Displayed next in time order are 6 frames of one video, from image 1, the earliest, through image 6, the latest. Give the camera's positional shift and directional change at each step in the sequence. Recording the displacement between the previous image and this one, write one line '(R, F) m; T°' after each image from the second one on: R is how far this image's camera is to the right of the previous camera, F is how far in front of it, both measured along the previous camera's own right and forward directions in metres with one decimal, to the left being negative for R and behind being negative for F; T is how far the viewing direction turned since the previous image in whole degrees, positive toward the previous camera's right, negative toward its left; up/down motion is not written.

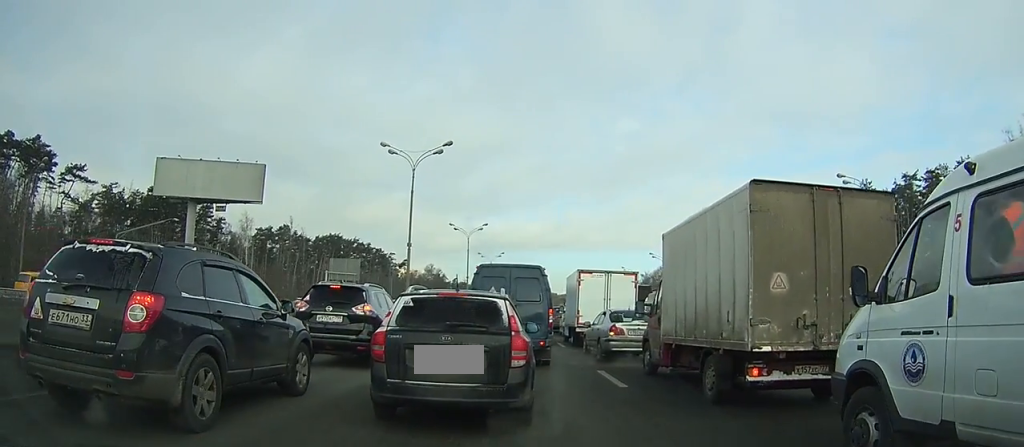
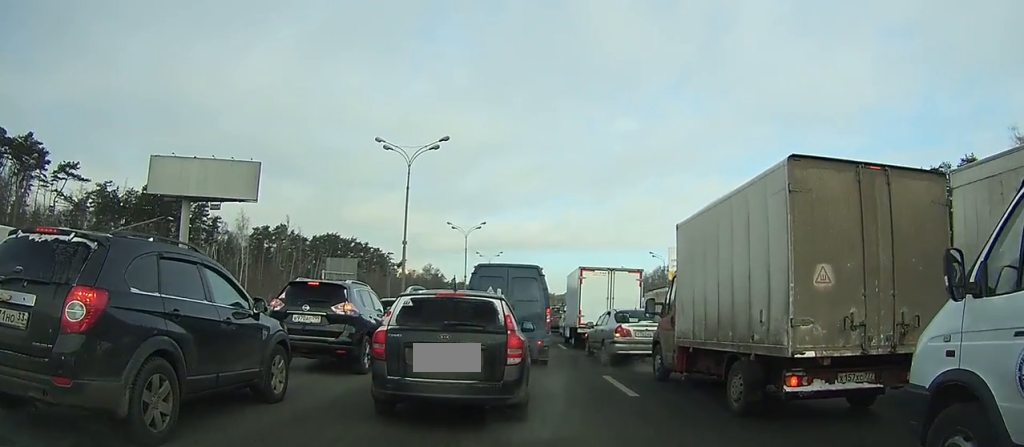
(0.0, +1.7) m; +2°
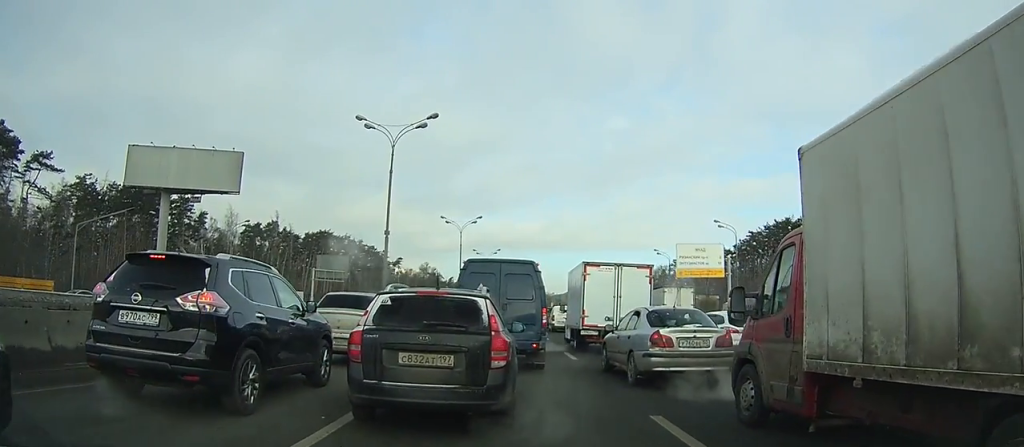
(+0.3, +5.7) m; +4°
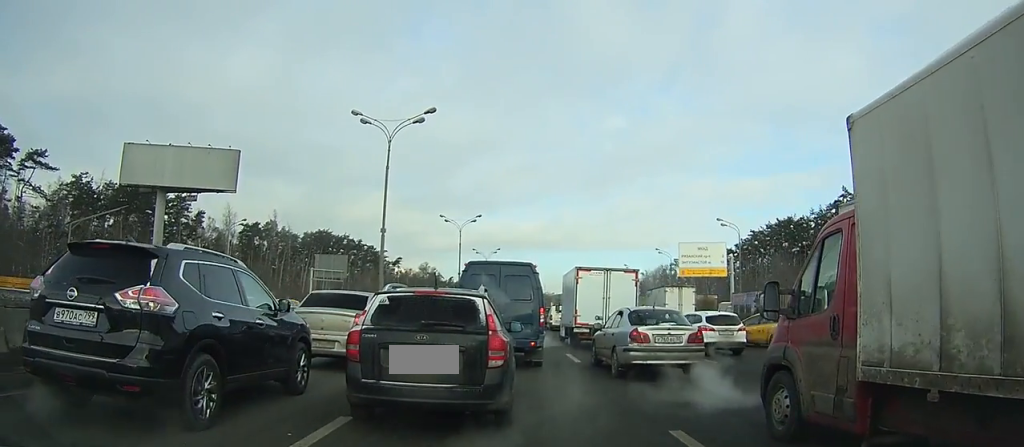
(0.0, +1.4) m; 0°
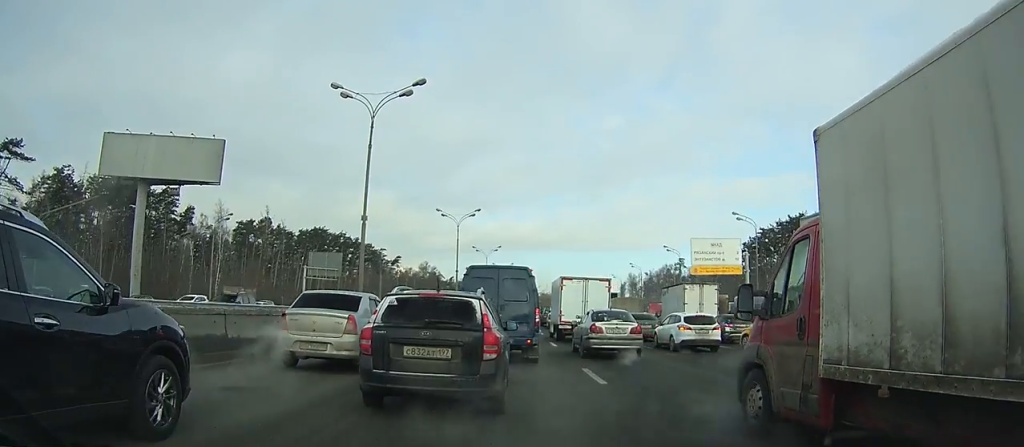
(0.0, +4.5) m; -2°
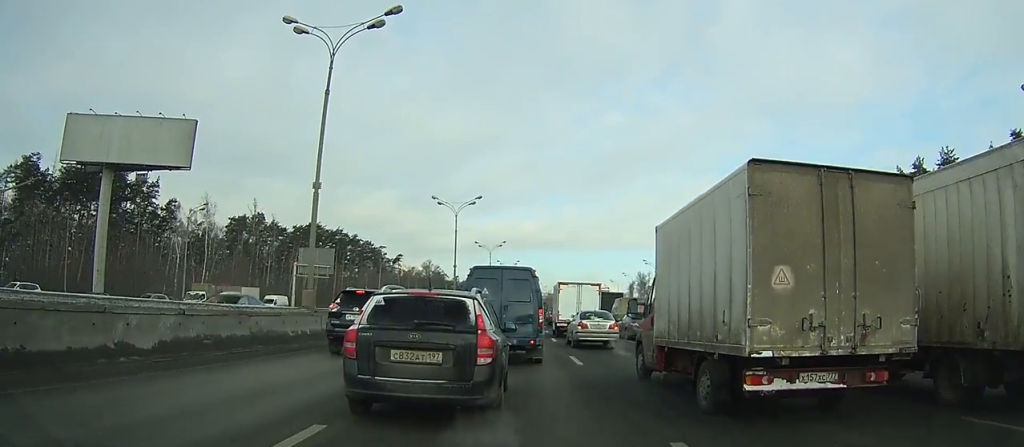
(-0.4, +7.4) m; -6°
